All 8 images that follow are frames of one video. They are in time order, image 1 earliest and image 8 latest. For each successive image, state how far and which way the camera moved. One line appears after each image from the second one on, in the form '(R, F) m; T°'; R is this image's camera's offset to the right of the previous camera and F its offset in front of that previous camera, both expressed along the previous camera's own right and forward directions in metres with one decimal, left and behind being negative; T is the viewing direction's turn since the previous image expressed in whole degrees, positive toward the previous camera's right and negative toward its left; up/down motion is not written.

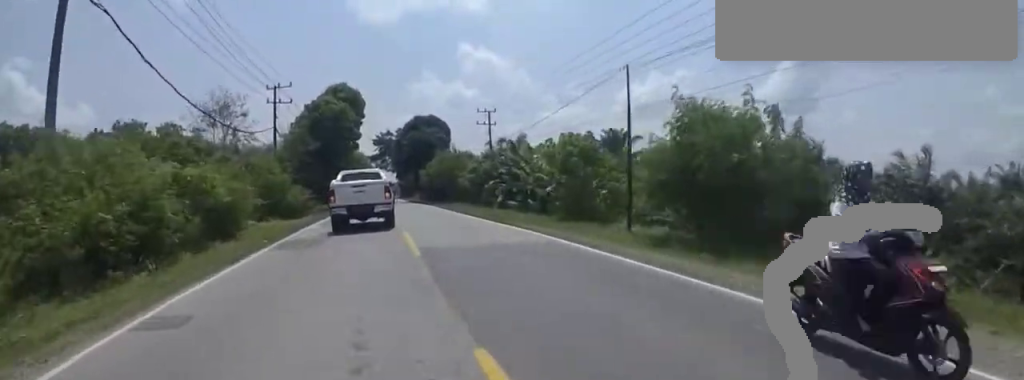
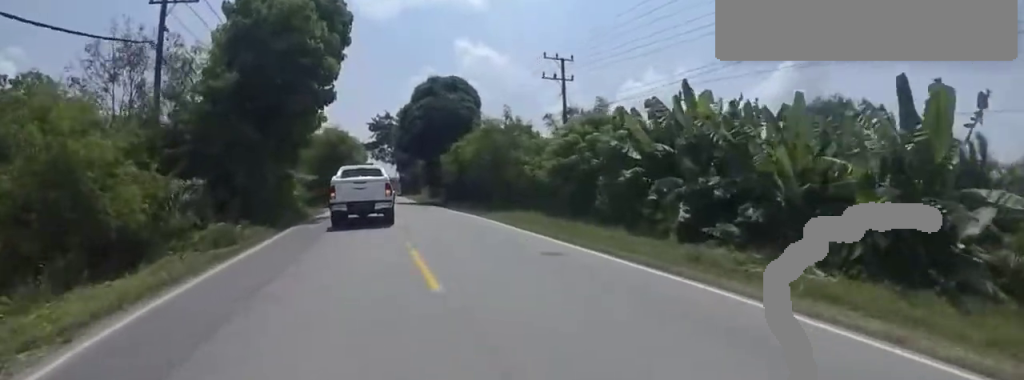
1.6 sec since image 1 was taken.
(-0.8, +19.6) m; -4°
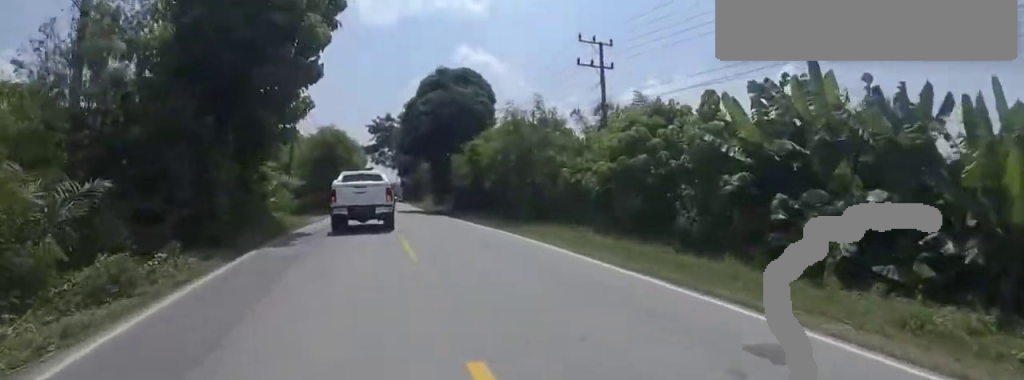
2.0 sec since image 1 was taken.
(-0.4, +4.7) m; +2°
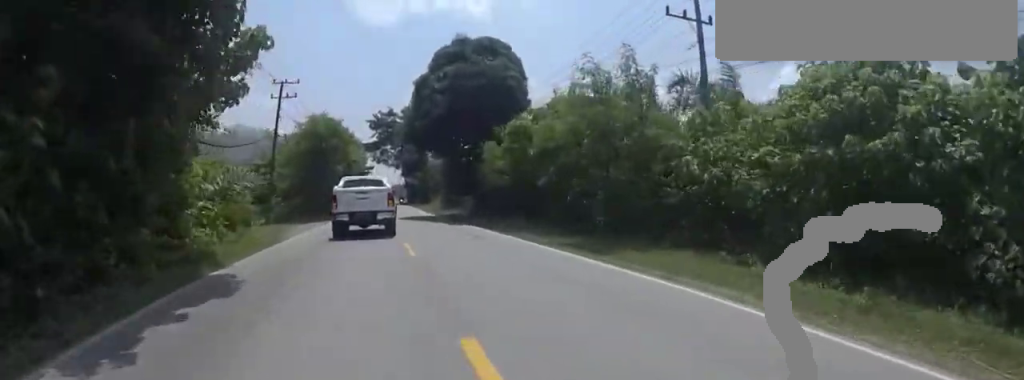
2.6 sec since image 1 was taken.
(-0.1, +6.8) m; +4°
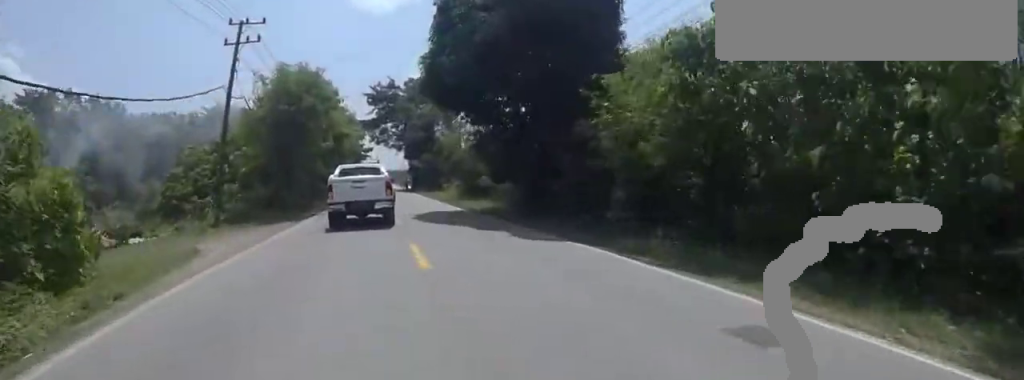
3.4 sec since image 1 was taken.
(+1.0, +9.0) m; +8°
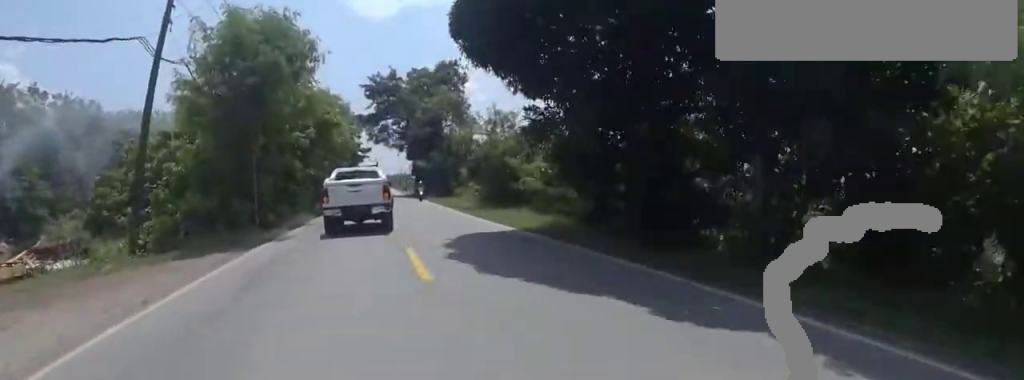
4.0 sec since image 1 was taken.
(+0.1, +7.1) m; +1°
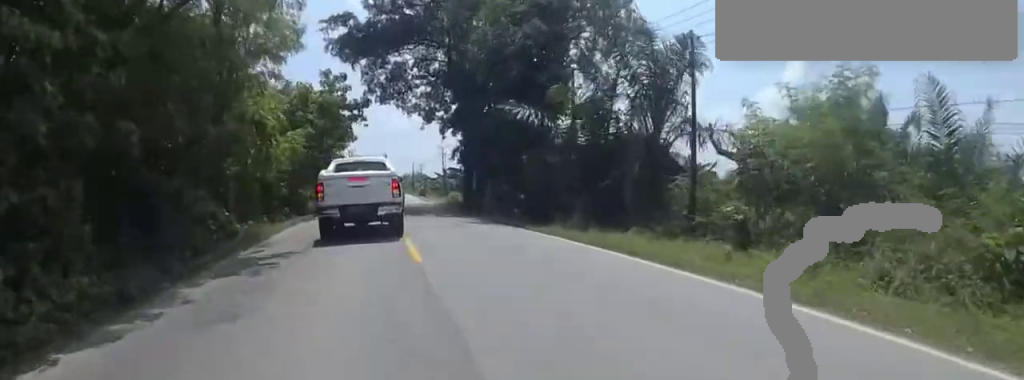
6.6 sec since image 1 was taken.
(+0.4, +28.3) m; +4°
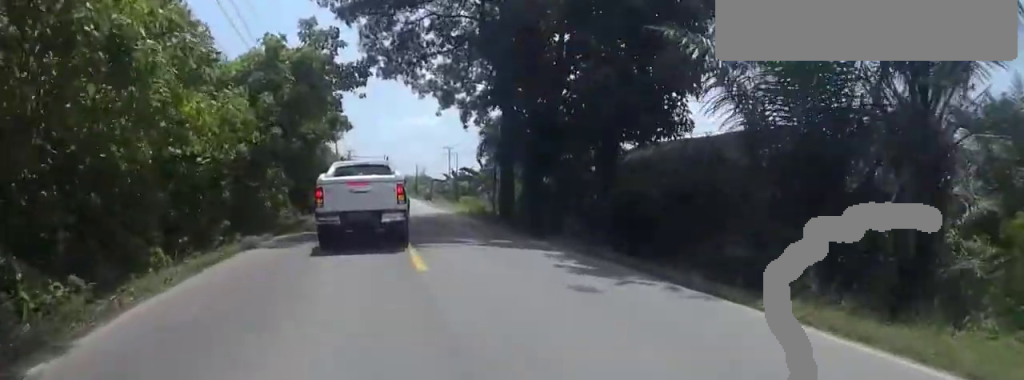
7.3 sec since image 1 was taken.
(+0.3, +8.1) m; +2°
